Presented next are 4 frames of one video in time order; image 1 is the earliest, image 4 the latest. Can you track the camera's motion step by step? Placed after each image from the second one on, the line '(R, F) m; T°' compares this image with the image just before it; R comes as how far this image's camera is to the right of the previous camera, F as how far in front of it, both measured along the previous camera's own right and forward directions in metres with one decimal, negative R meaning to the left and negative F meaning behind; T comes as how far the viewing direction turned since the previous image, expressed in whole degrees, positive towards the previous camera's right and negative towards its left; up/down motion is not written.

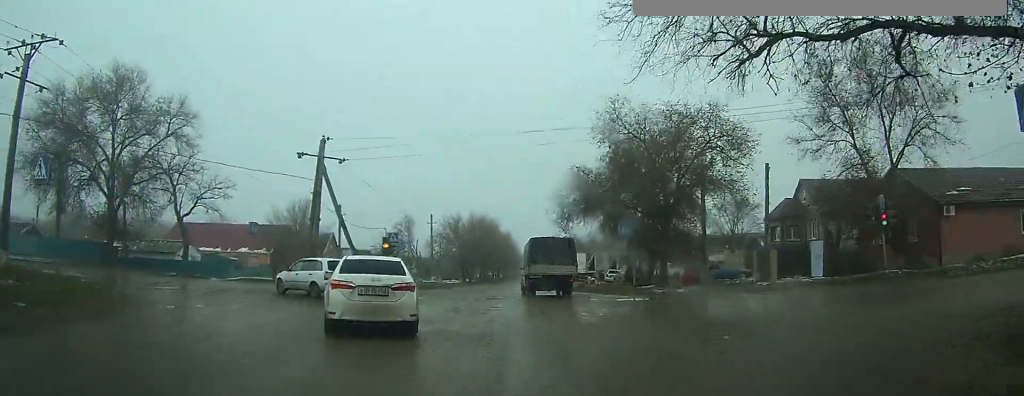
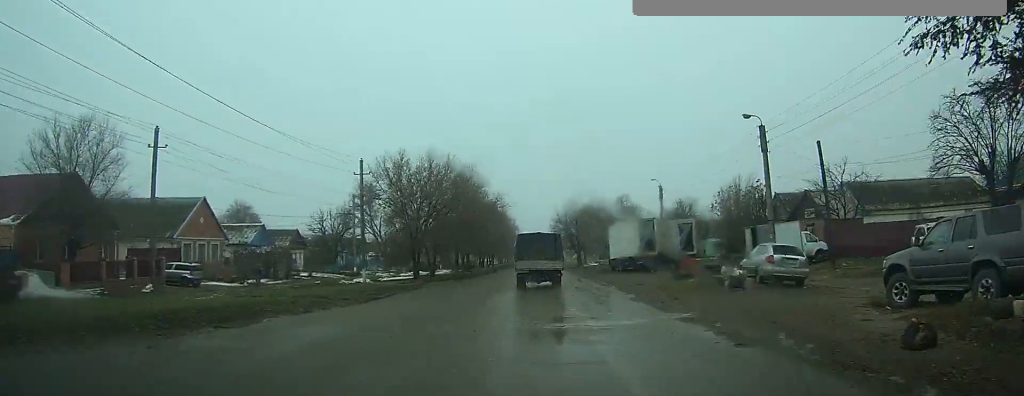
(+1.3, +37.5) m; +2°
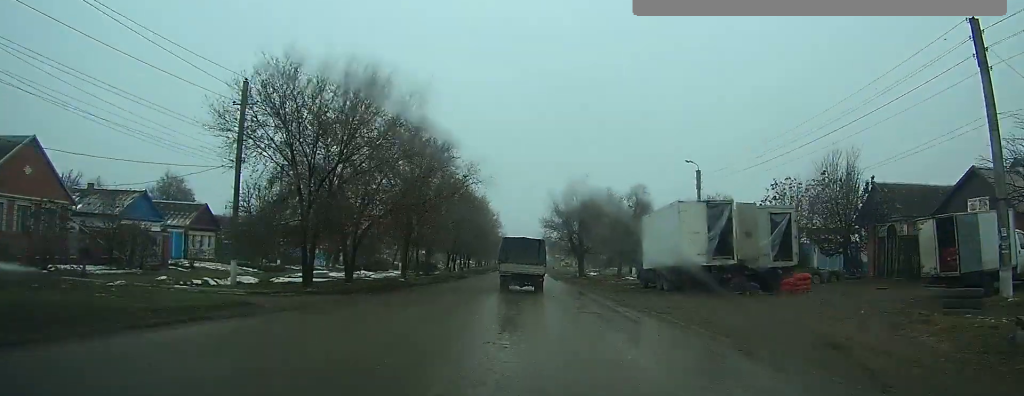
(+0.3, +21.0) m; +1°
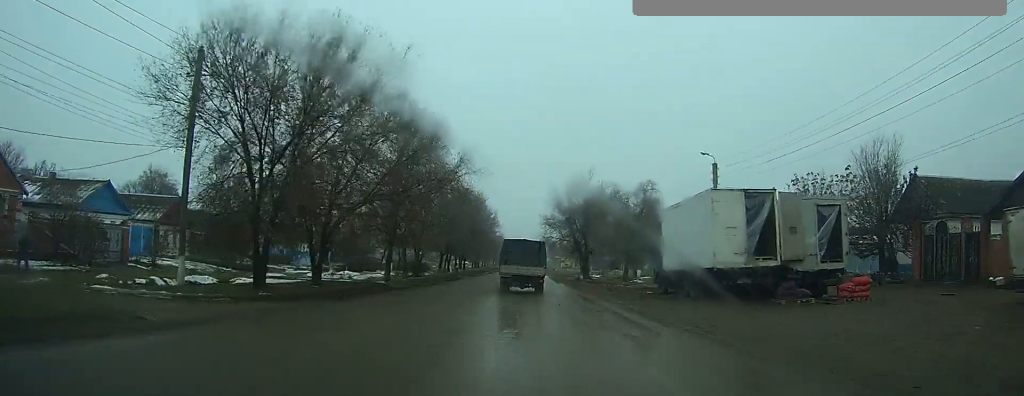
(0.0, +5.4) m; 0°
